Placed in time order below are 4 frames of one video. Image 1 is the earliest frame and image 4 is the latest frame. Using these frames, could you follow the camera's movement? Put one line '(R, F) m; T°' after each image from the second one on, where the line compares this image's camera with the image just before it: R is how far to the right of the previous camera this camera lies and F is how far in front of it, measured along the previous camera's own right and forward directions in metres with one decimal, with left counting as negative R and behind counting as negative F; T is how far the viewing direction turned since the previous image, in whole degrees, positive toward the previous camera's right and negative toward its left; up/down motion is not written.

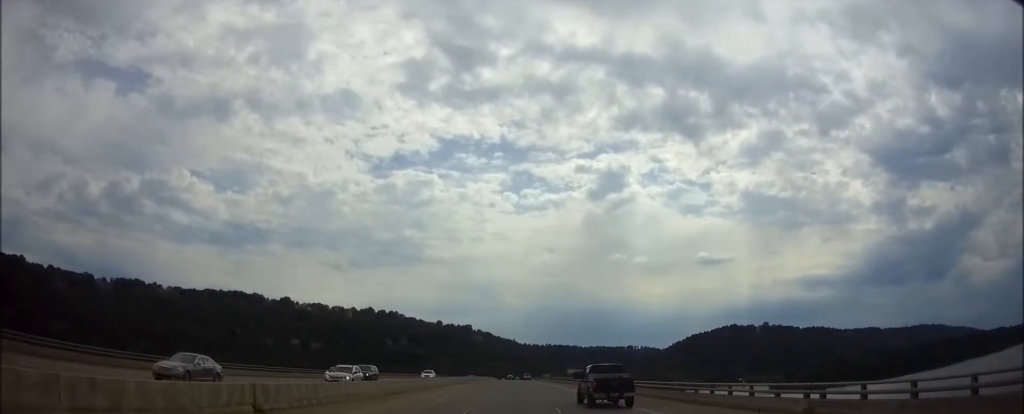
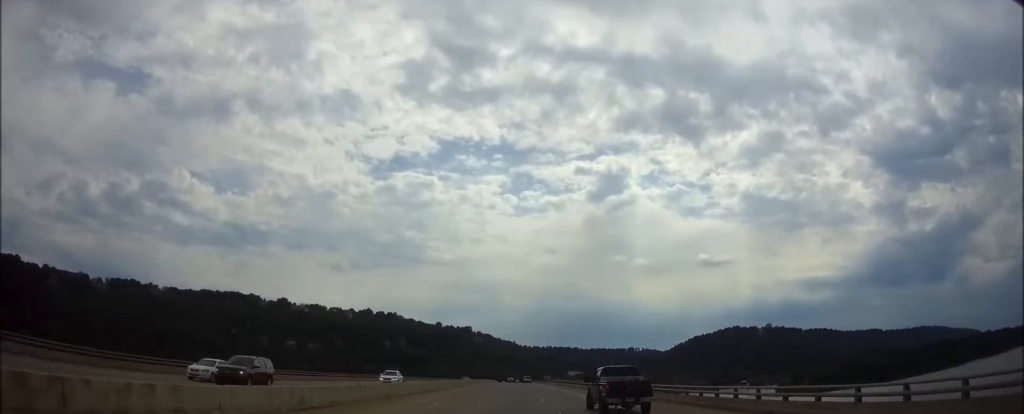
(0.0, +15.2) m; 0°
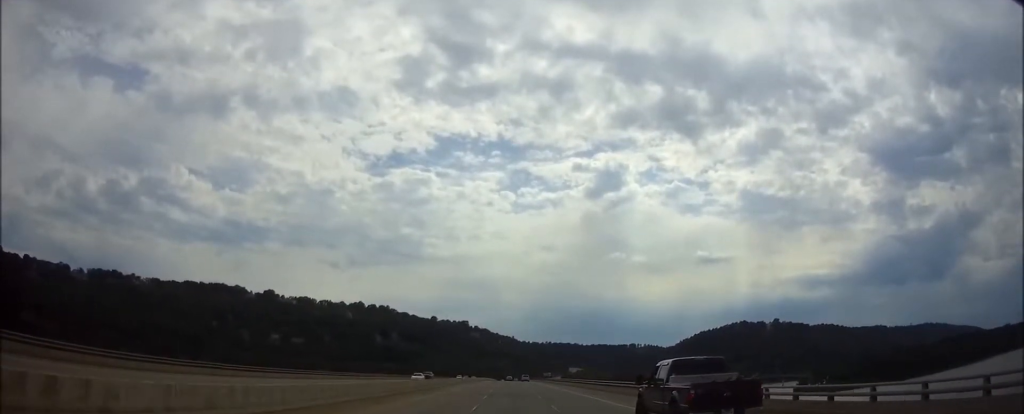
(0.0, +54.5) m; 0°
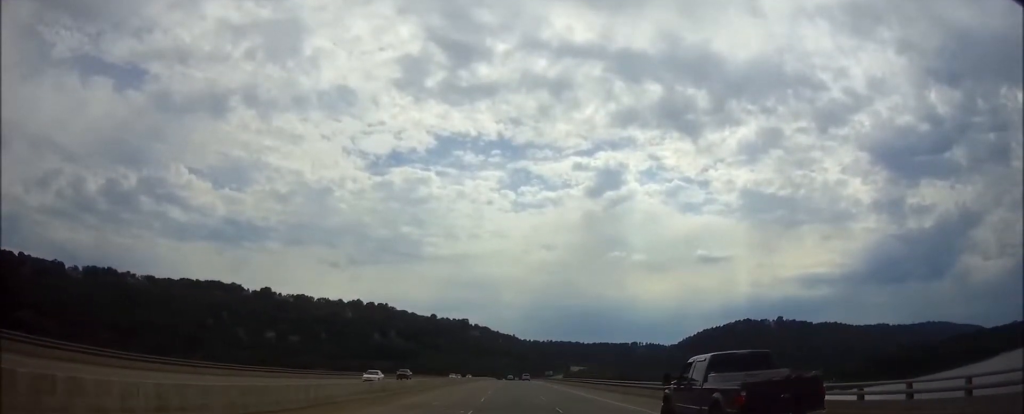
(0.0, +16.3) m; 0°
